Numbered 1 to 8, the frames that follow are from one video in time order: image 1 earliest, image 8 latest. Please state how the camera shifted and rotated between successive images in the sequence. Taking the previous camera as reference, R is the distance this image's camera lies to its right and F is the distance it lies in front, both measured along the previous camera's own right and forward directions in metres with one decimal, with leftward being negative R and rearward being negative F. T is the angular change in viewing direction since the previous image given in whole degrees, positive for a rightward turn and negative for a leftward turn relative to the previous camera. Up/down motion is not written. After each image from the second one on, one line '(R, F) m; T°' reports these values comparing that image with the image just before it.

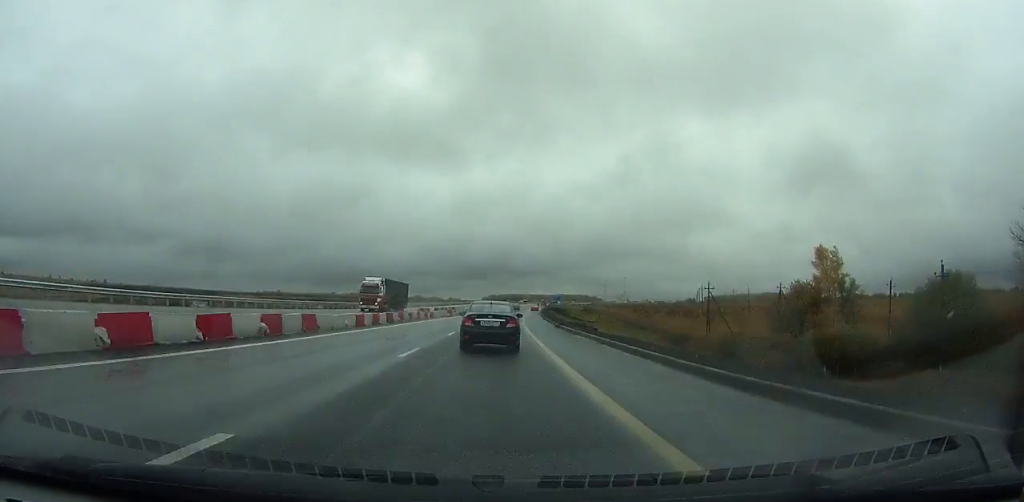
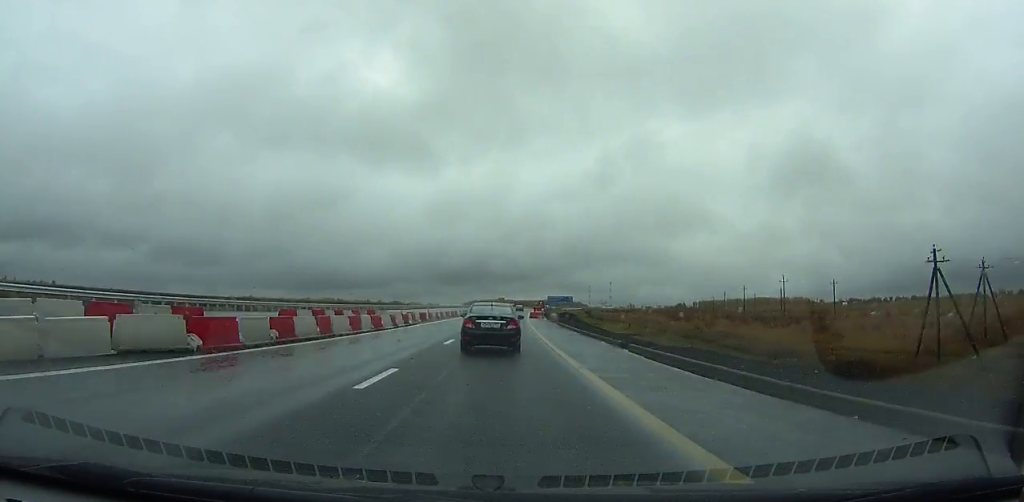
(+0.7, +51.9) m; +2°
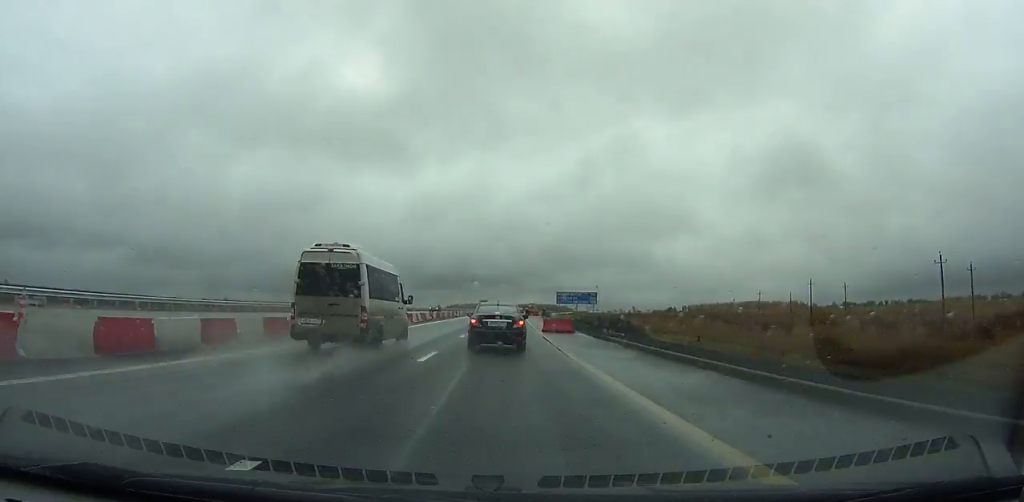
(+0.5, +43.1) m; +2°
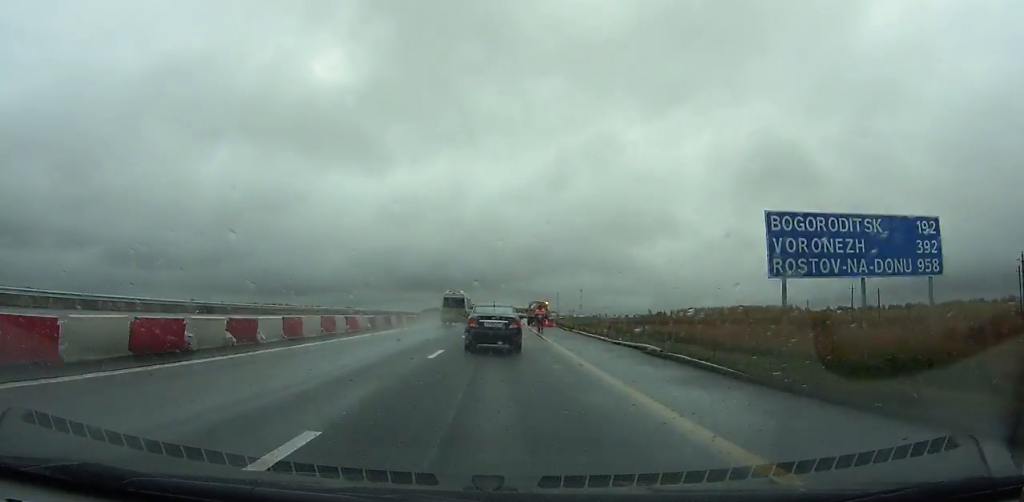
(+1.2, +59.3) m; +2°
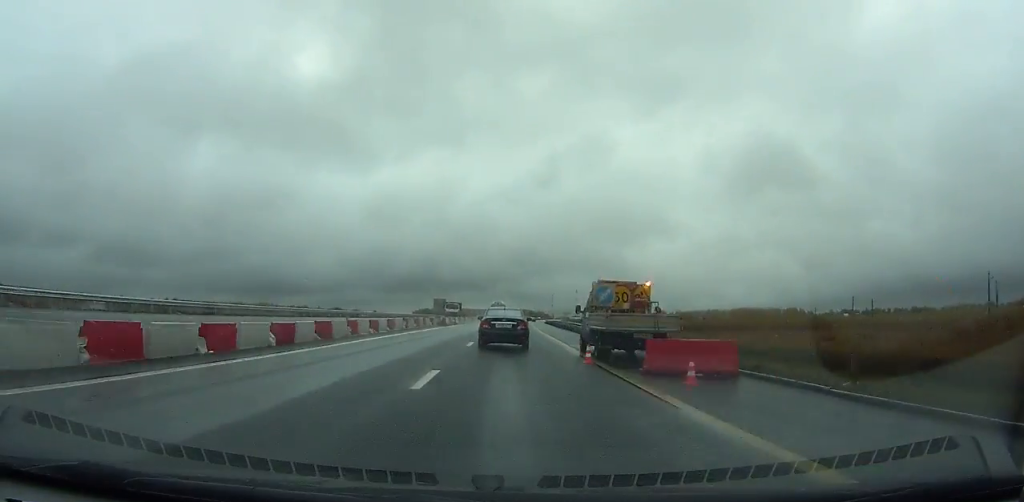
(0.0, +43.6) m; +1°
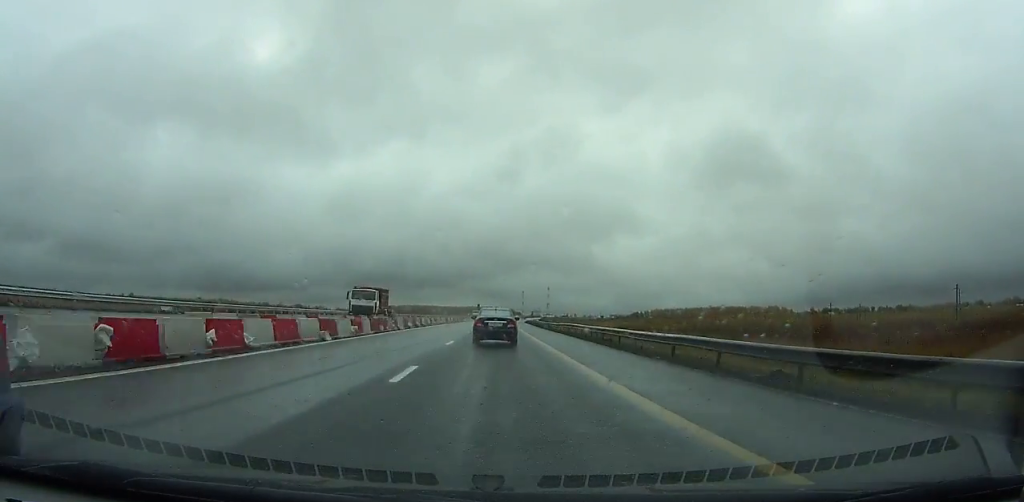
(+1.1, +48.1) m; +2°
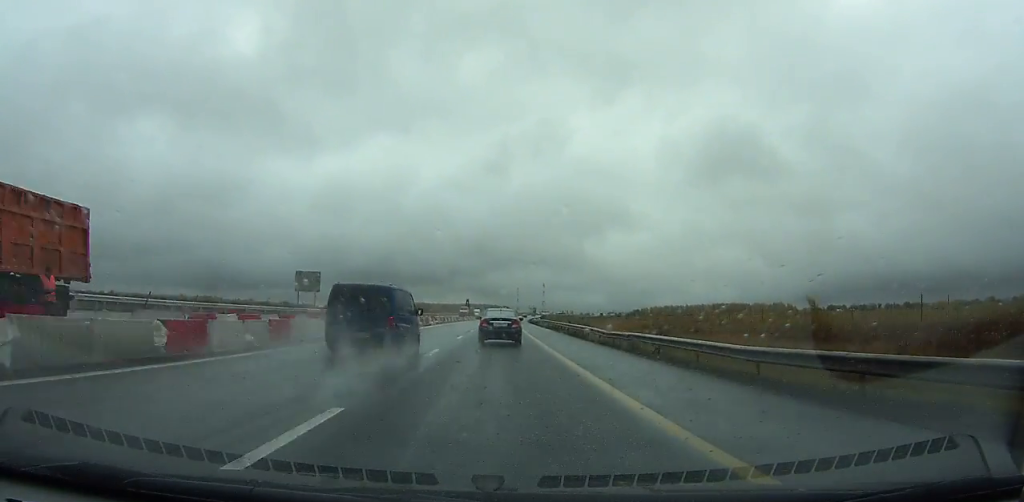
(+0.5, +41.5) m; +1°
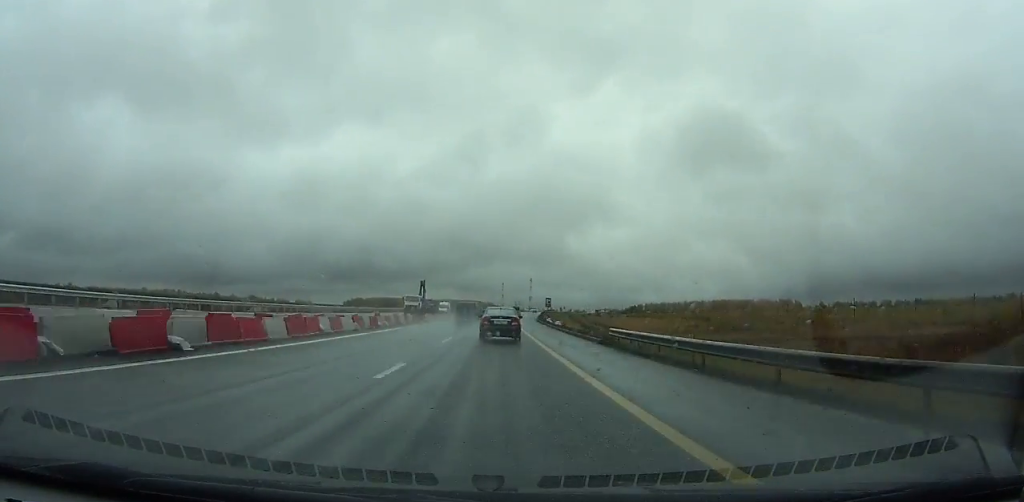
(+1.1, +77.4) m; +2°
